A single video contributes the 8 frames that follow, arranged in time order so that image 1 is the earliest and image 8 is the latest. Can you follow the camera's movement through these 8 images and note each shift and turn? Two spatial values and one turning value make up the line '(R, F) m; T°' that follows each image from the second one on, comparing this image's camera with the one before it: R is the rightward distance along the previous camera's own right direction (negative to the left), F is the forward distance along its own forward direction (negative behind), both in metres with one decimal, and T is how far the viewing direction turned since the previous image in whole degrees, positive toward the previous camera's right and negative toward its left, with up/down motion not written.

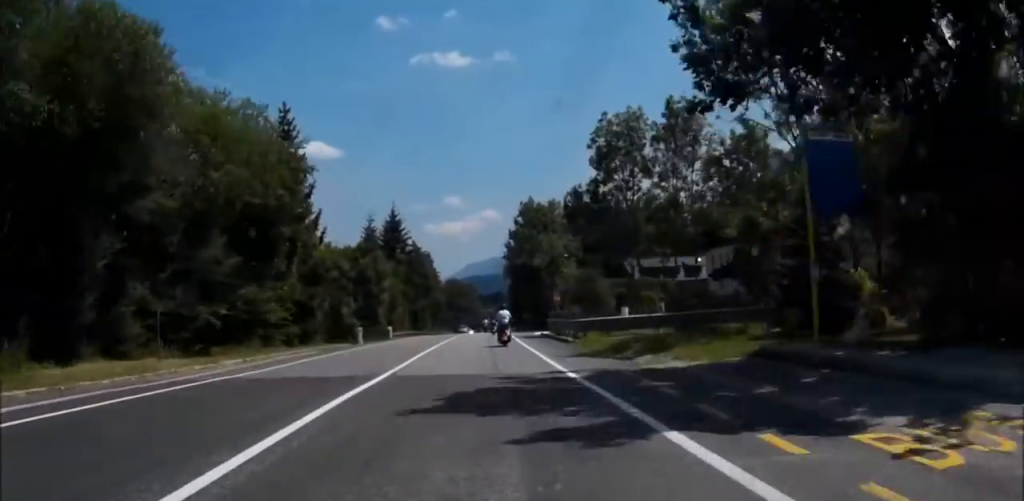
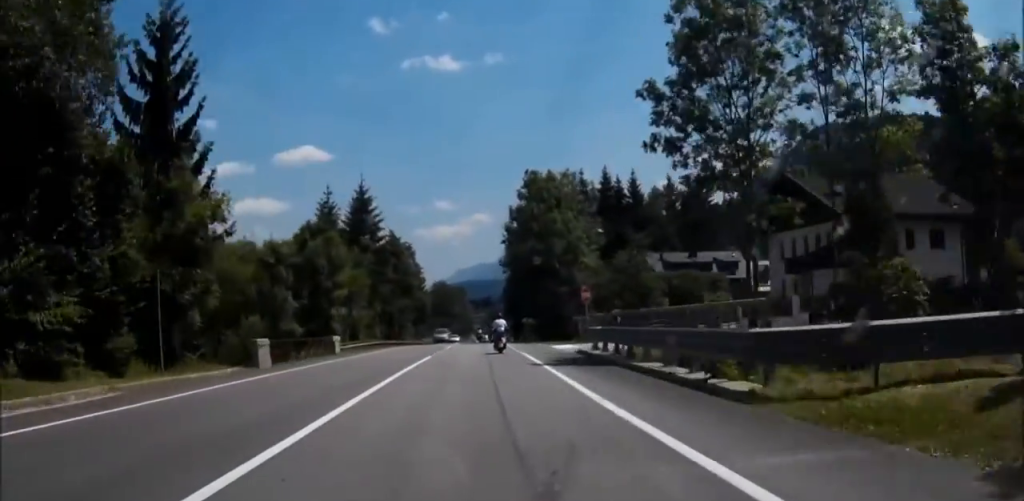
(+0.3, +20.0) m; +1°
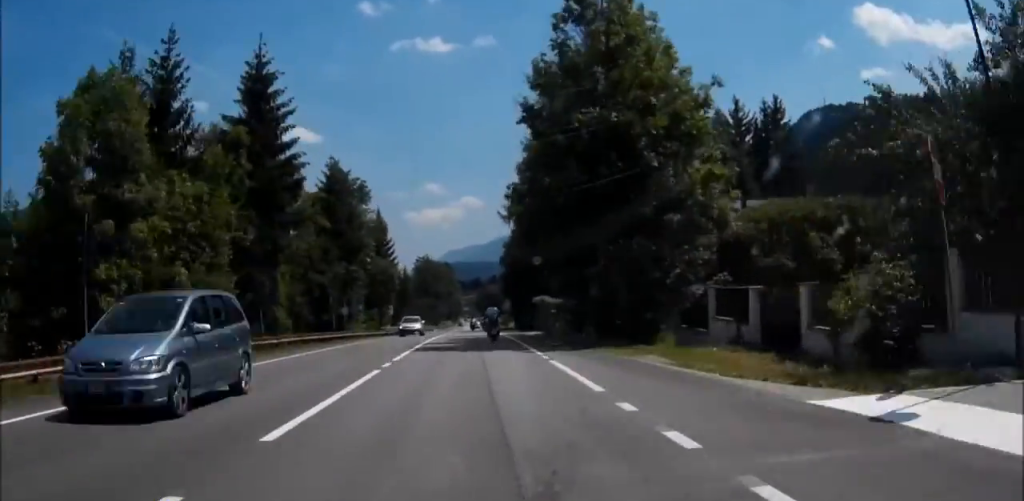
(+0.4, +33.8) m; 0°
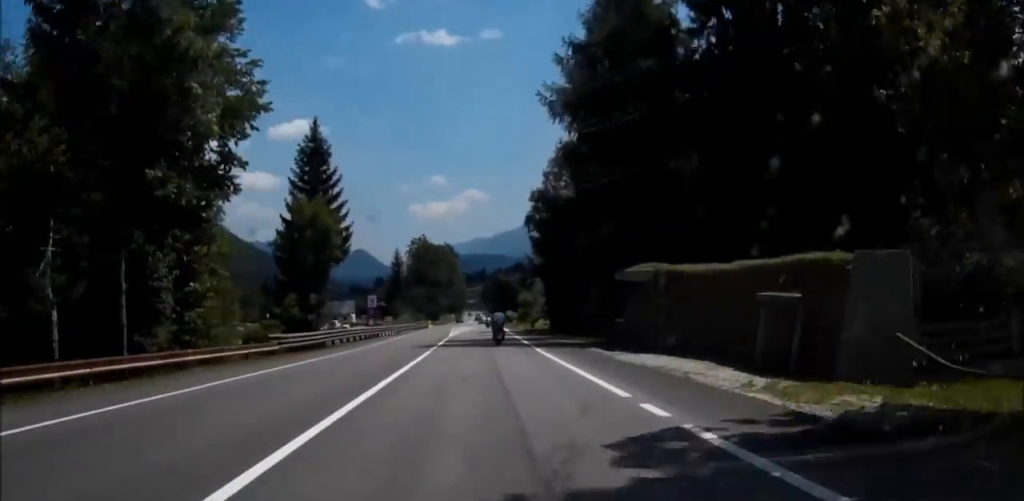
(-0.3, +39.0) m; 0°
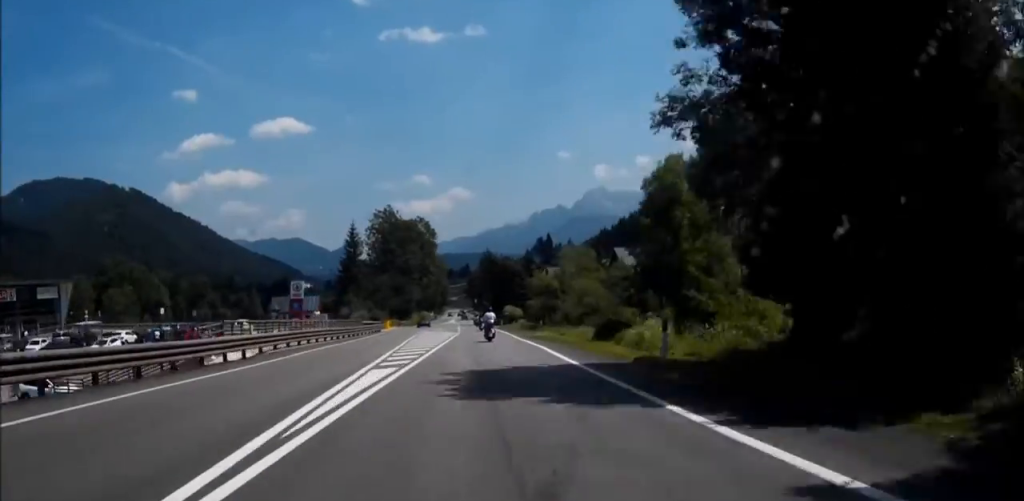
(+0.4, +50.0) m; +2°
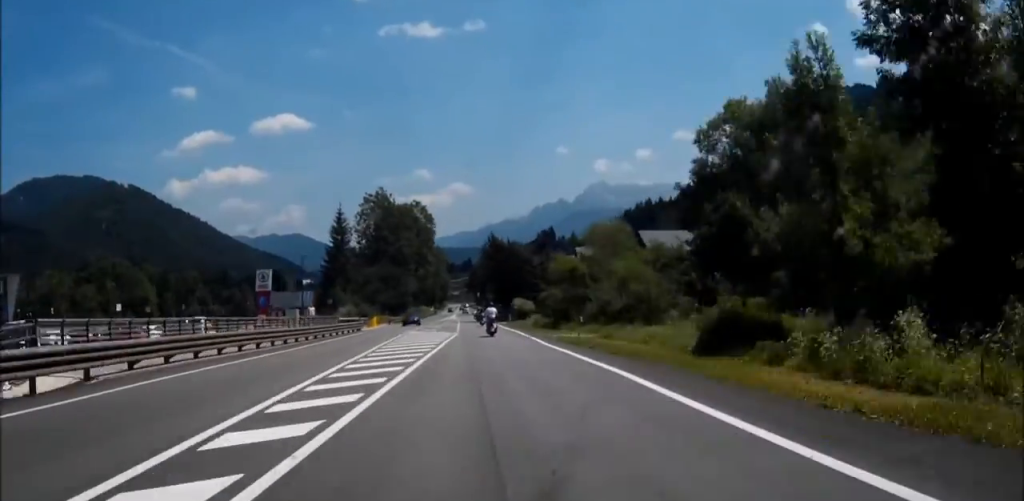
(+0.4, +15.4) m; 0°
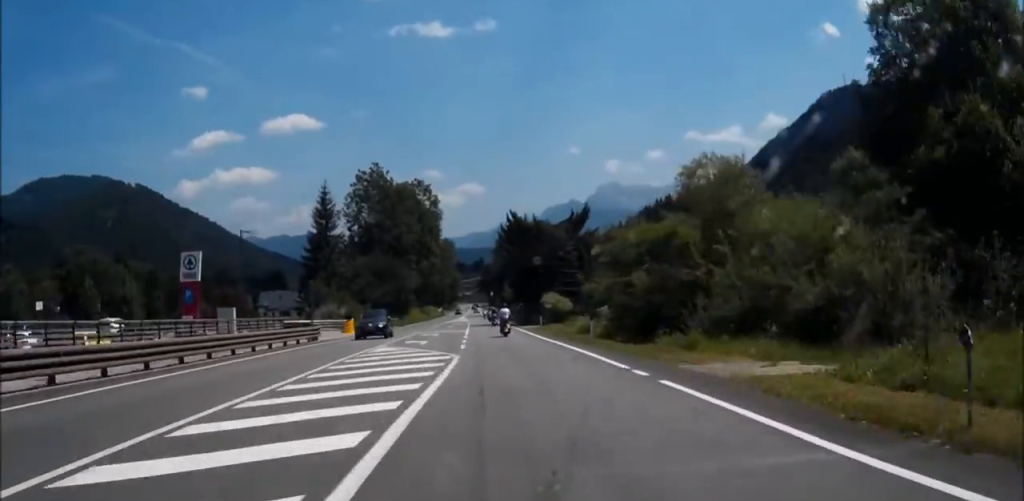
(+0.3, +22.7) m; 0°
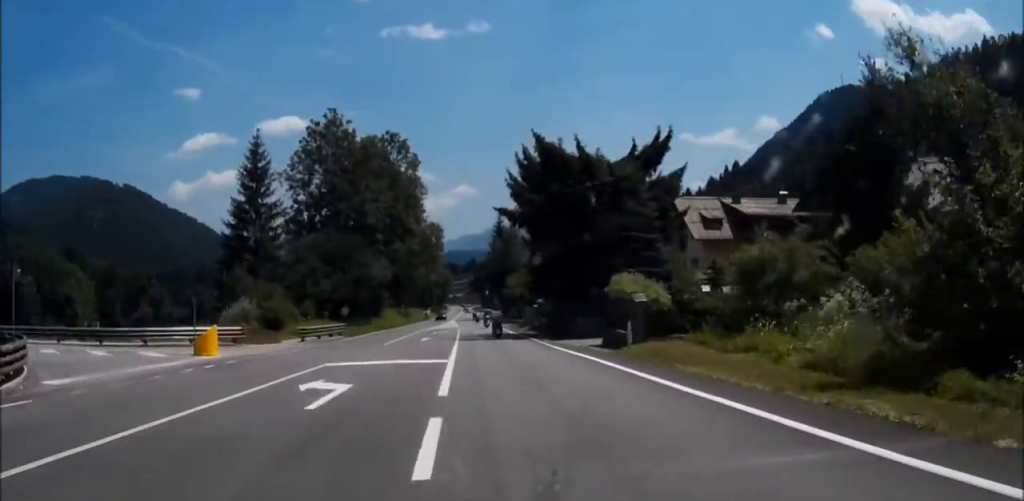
(-0.5, +31.8) m; 0°
